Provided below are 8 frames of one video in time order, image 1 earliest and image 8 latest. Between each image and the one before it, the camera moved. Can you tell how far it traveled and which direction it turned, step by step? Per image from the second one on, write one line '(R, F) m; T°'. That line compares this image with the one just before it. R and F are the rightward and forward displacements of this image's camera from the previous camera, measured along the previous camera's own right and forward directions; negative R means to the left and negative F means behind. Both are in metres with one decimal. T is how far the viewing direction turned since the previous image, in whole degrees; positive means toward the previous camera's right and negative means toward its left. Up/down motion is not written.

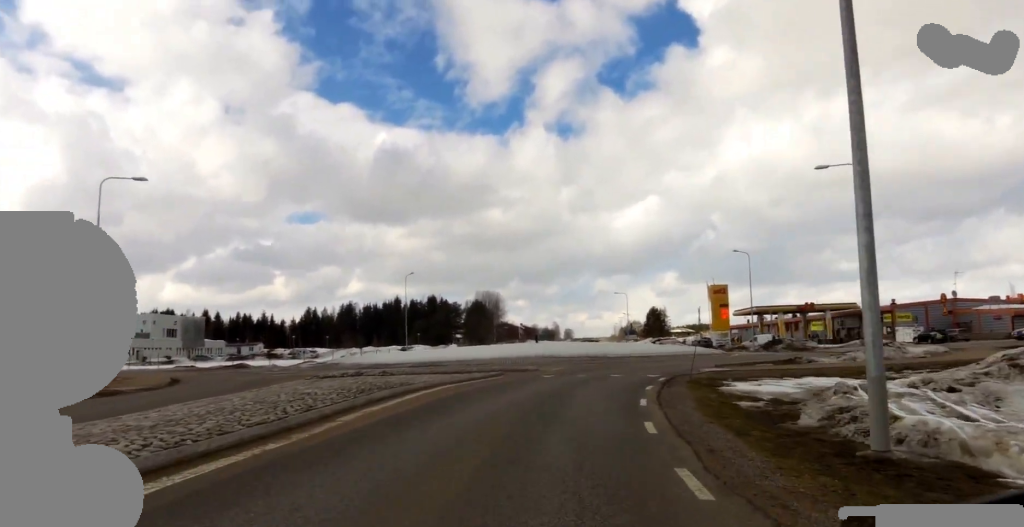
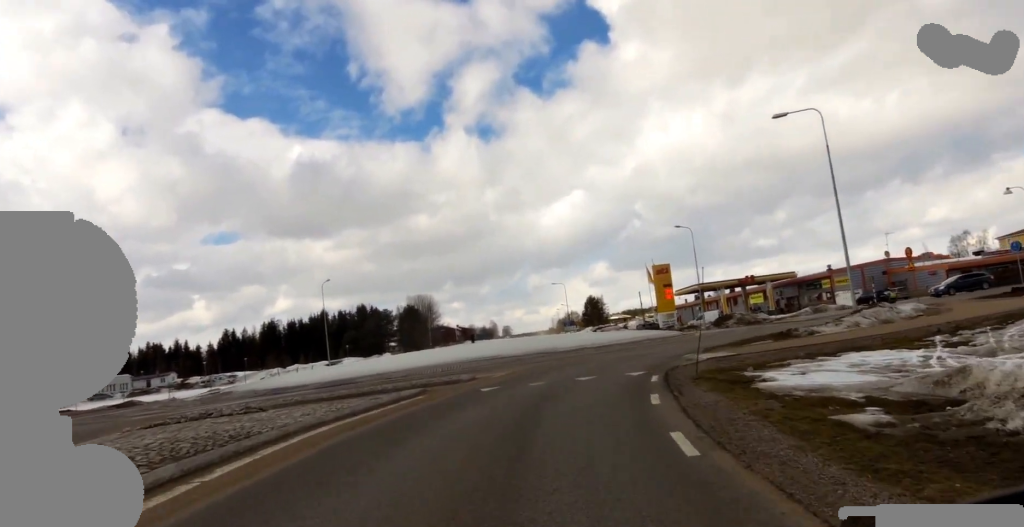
(+0.4, +5.4) m; +6°
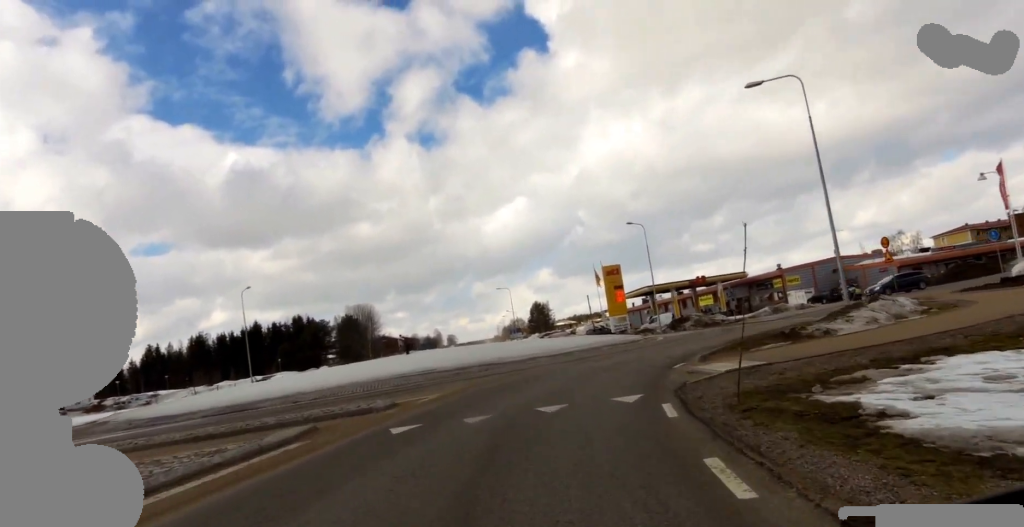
(0.0, +4.3) m; +4°
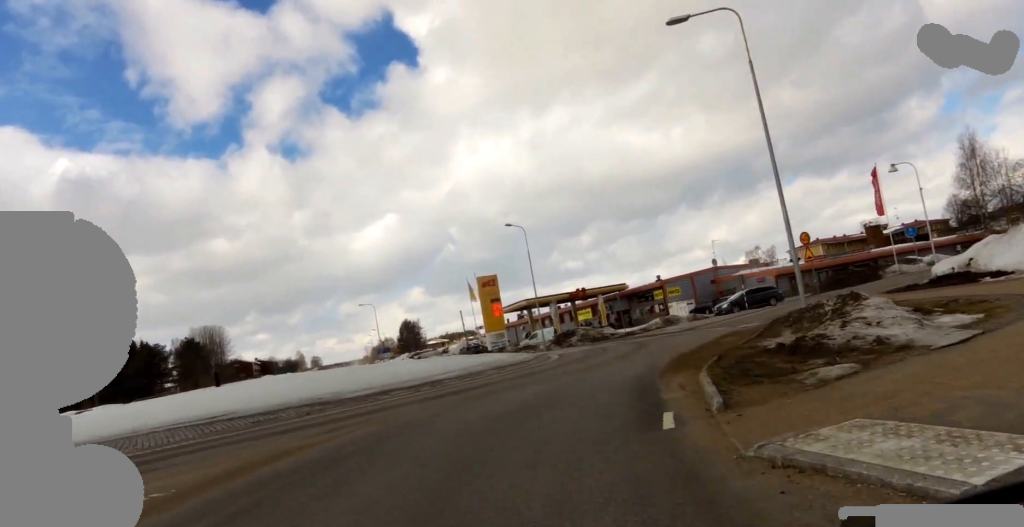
(+0.4, +6.9) m; +4°
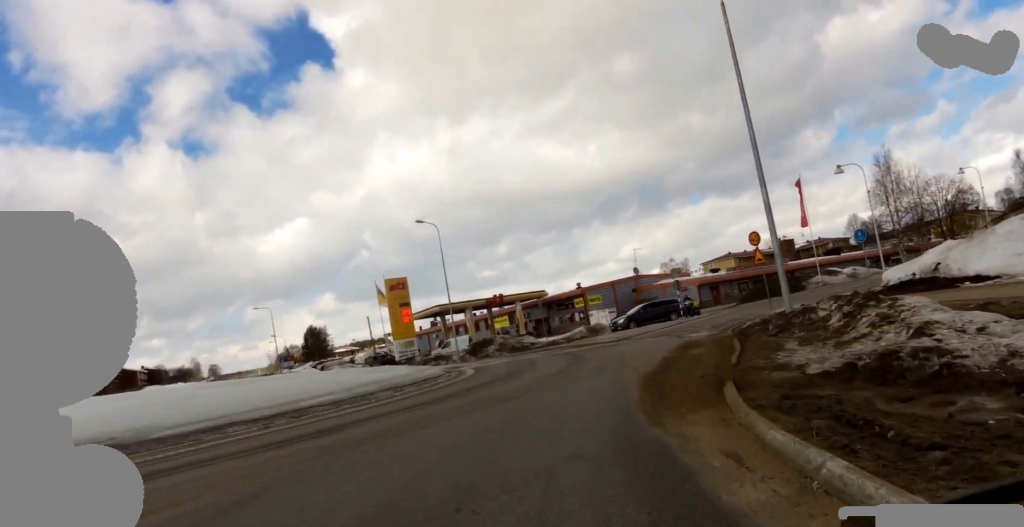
(0.0, +4.4) m; 0°
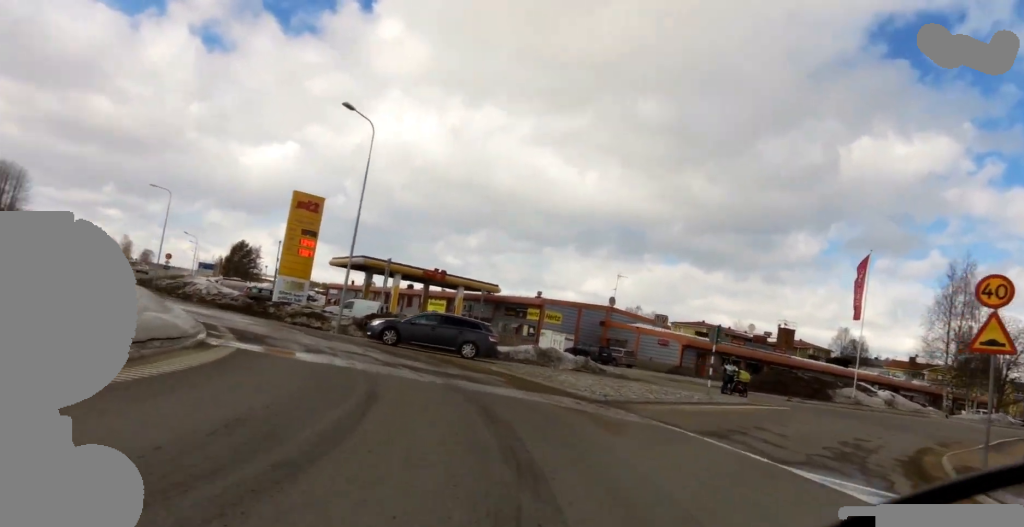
(-0.8, +14.5) m; -14°
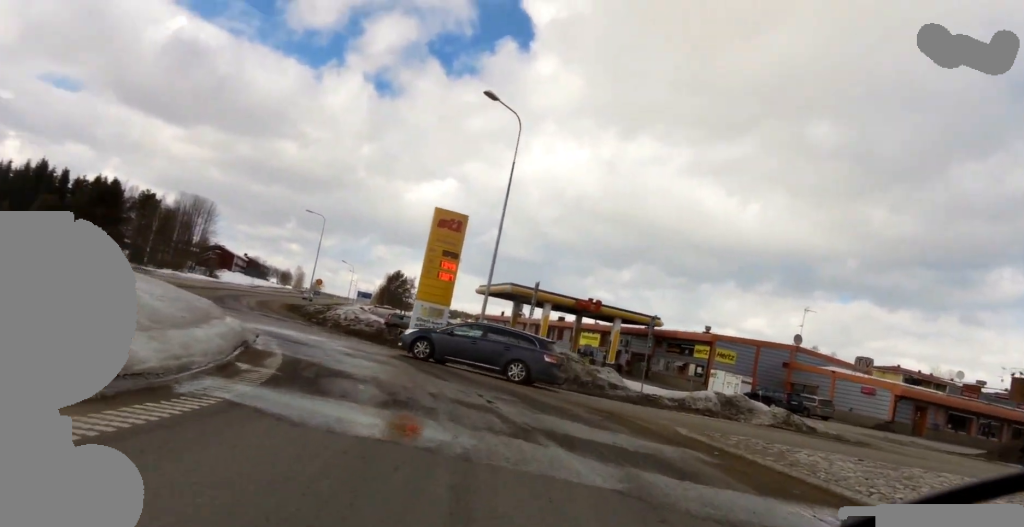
(-0.3, +5.5) m; -12°
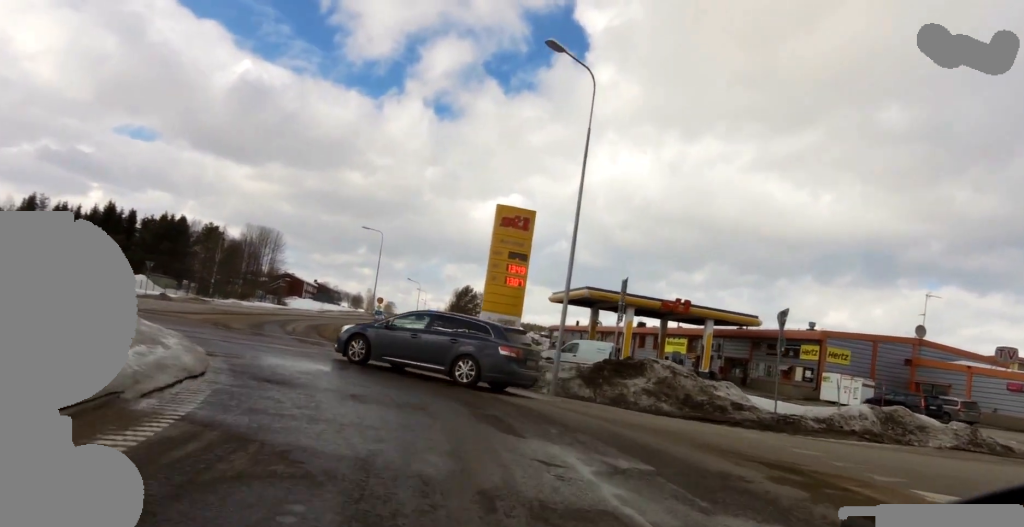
(-0.9, +5.3) m; -8°
